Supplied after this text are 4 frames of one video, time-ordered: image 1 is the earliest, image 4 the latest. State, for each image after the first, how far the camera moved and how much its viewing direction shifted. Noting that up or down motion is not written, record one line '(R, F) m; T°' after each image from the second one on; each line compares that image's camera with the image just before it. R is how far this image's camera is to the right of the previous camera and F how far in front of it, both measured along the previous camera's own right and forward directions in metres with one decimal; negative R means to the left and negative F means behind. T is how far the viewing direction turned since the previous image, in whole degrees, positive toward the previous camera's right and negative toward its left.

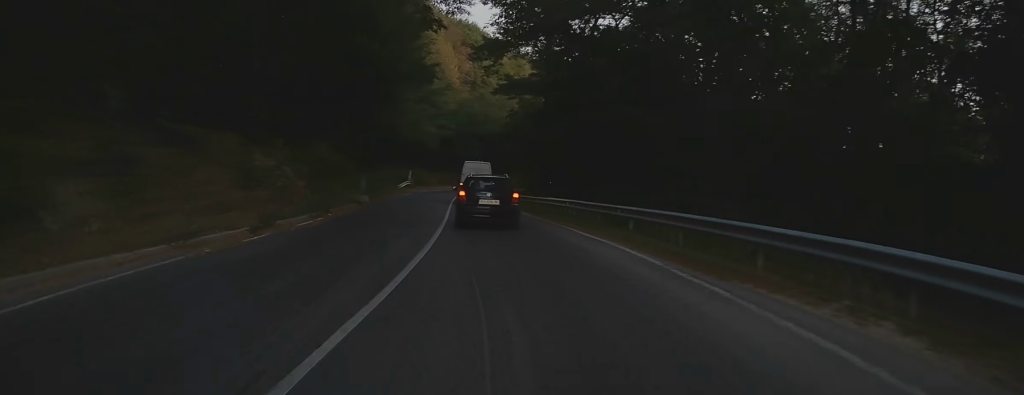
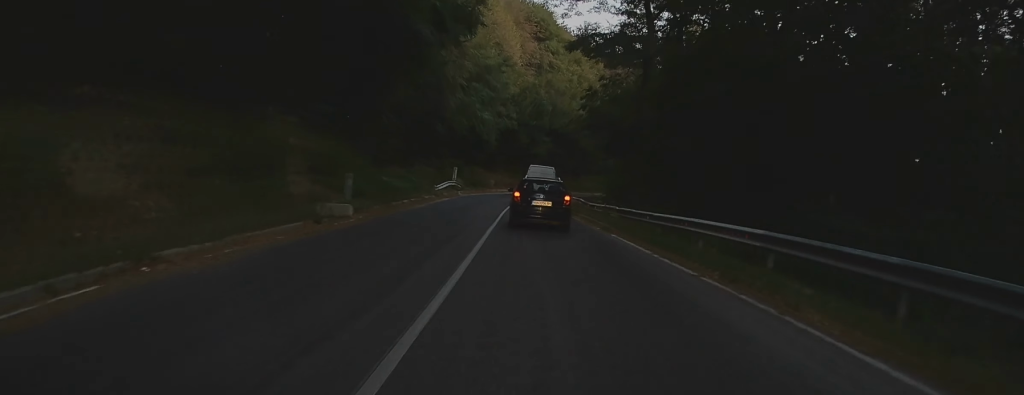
(-0.4, +15.0) m; -4°
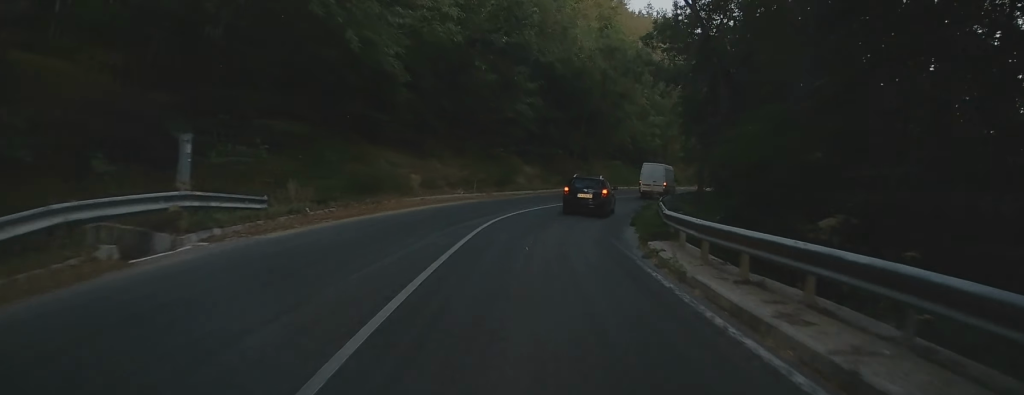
(-1.1, +37.9) m; +1°
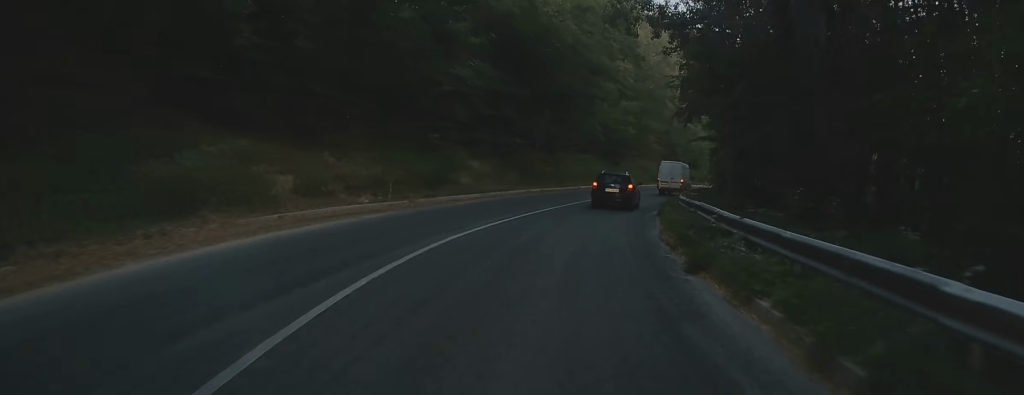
(+0.3, +12.1) m; +4°
